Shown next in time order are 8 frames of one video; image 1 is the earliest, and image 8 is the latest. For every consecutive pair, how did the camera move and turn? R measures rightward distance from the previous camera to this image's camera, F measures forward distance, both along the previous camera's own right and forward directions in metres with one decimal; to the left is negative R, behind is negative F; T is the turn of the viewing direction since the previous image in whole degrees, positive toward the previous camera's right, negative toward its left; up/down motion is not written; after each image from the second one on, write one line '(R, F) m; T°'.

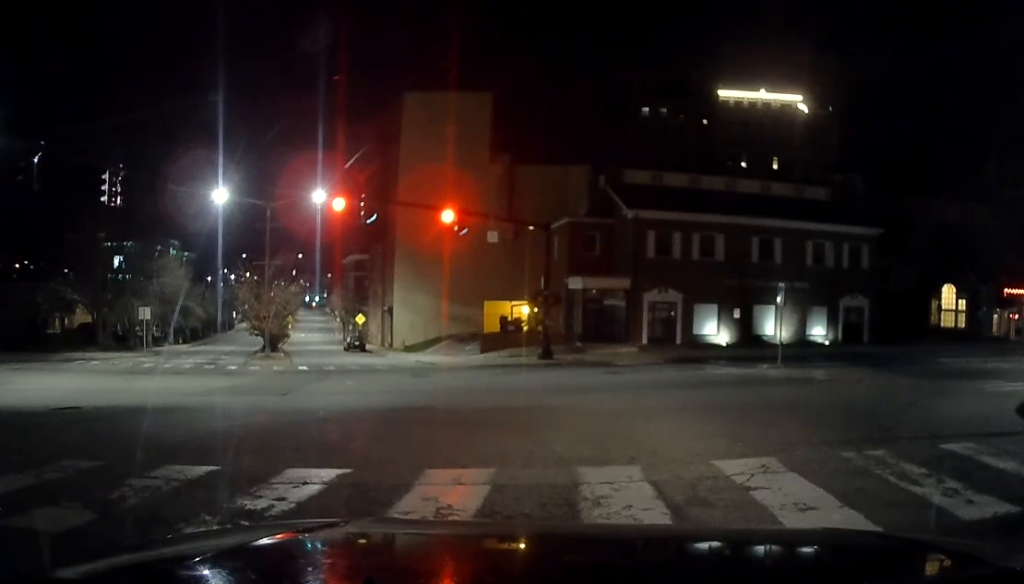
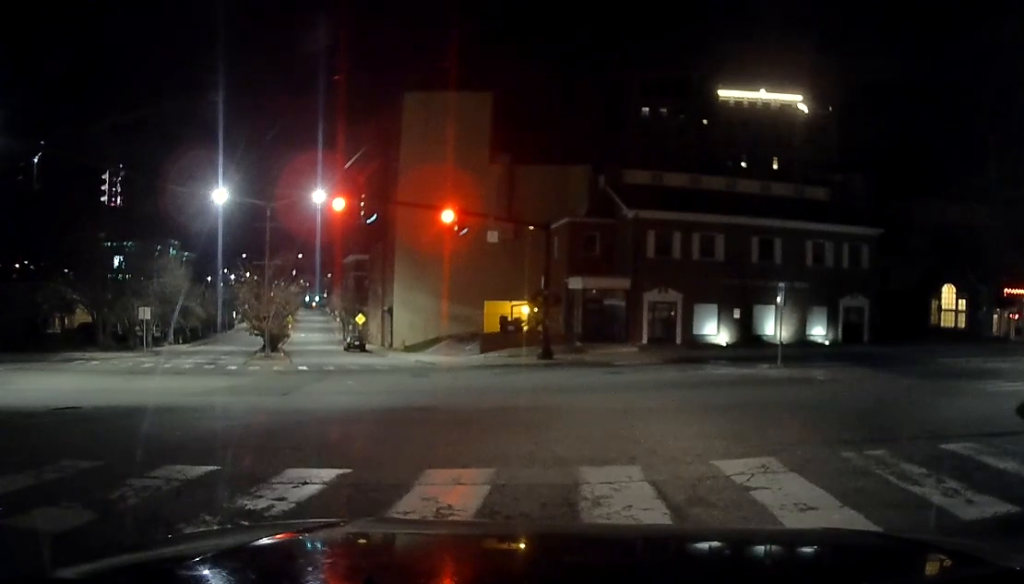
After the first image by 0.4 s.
(0.0, 0.0) m; 0°
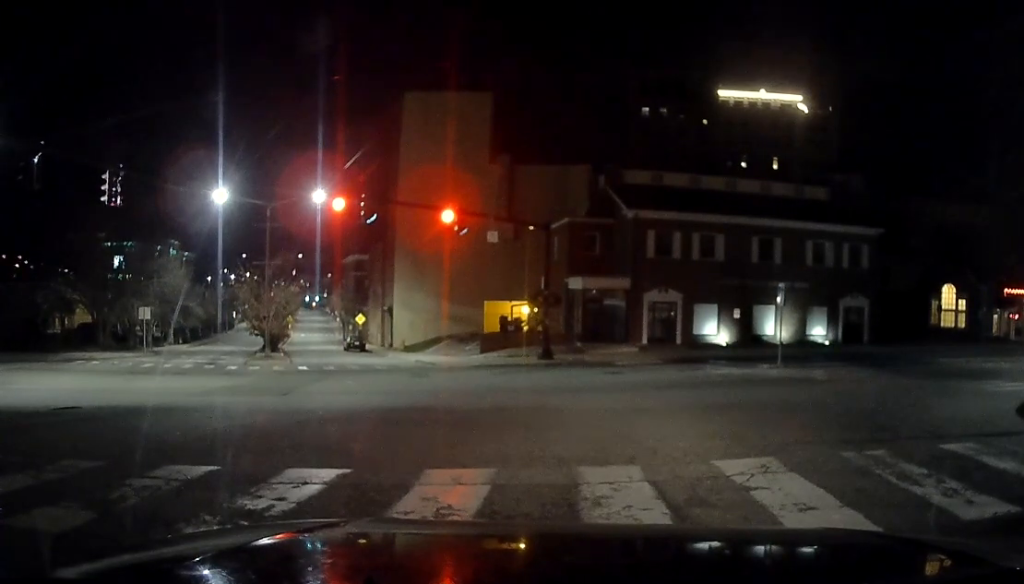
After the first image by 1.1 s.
(0.0, 0.0) m; 0°
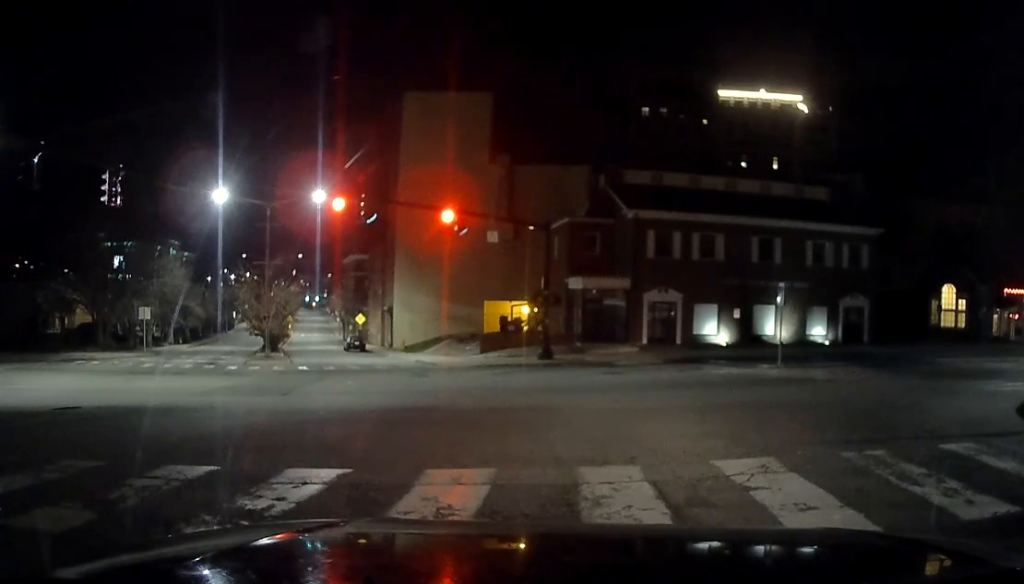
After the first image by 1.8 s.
(0.0, 0.0) m; 0°
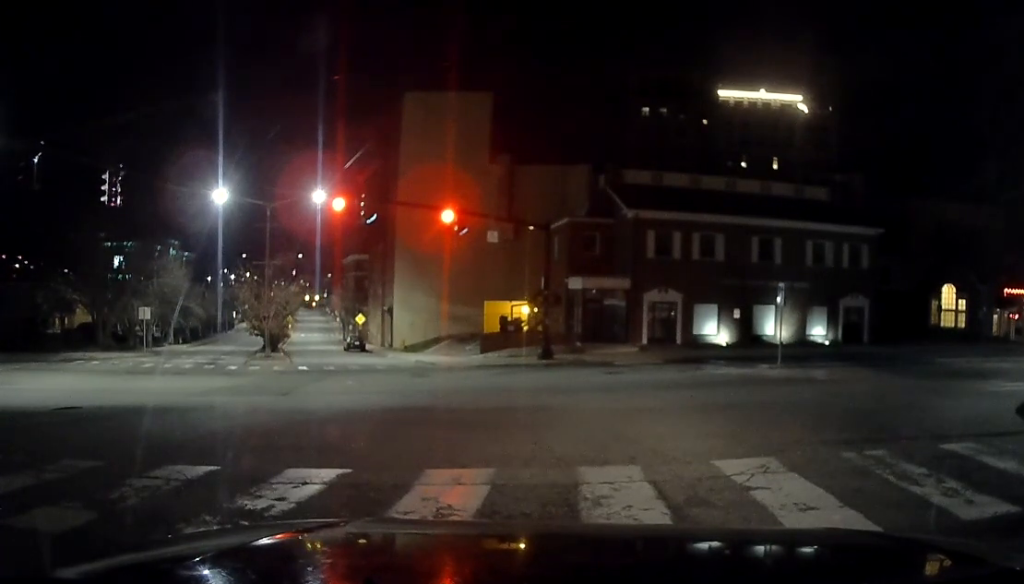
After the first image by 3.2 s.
(0.0, 0.0) m; 0°
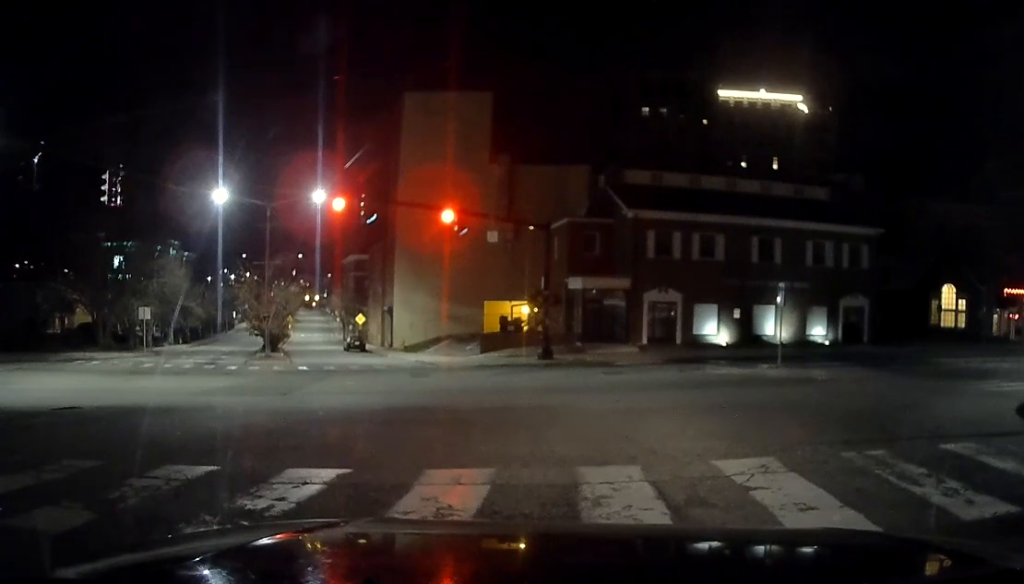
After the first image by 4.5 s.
(0.0, 0.0) m; 0°
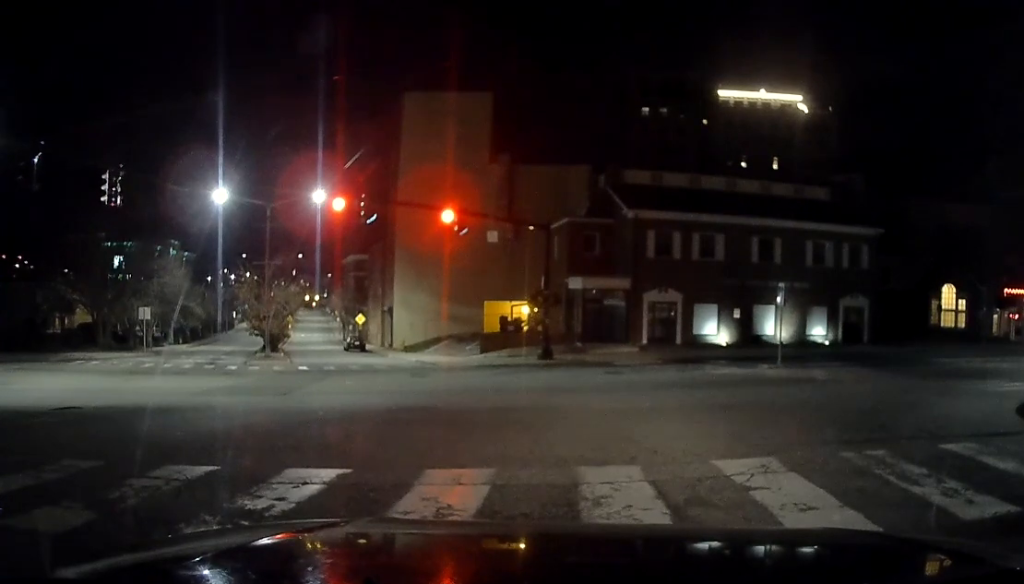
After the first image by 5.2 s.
(0.0, 0.0) m; 0°
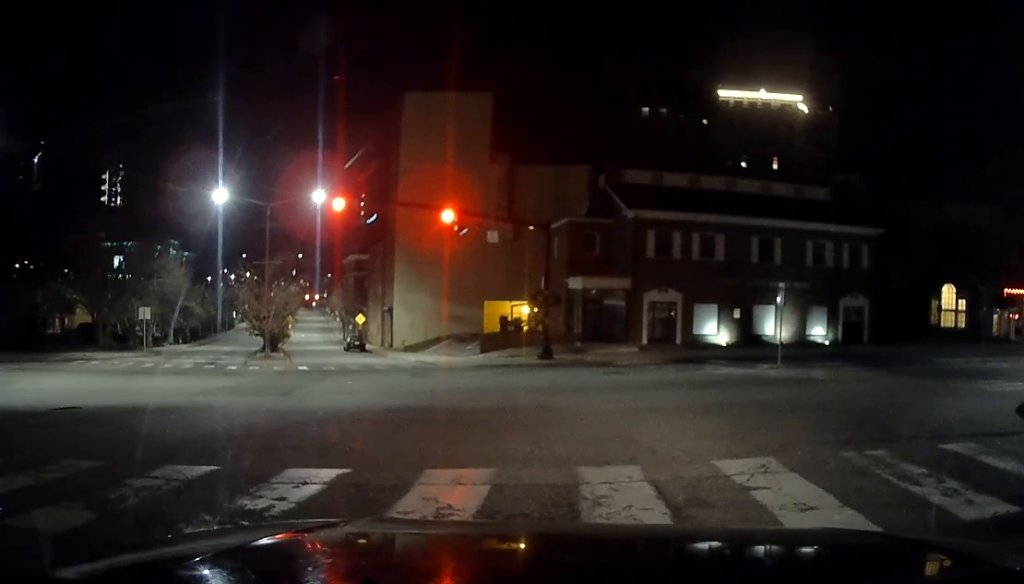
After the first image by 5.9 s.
(0.0, 0.0) m; 0°
